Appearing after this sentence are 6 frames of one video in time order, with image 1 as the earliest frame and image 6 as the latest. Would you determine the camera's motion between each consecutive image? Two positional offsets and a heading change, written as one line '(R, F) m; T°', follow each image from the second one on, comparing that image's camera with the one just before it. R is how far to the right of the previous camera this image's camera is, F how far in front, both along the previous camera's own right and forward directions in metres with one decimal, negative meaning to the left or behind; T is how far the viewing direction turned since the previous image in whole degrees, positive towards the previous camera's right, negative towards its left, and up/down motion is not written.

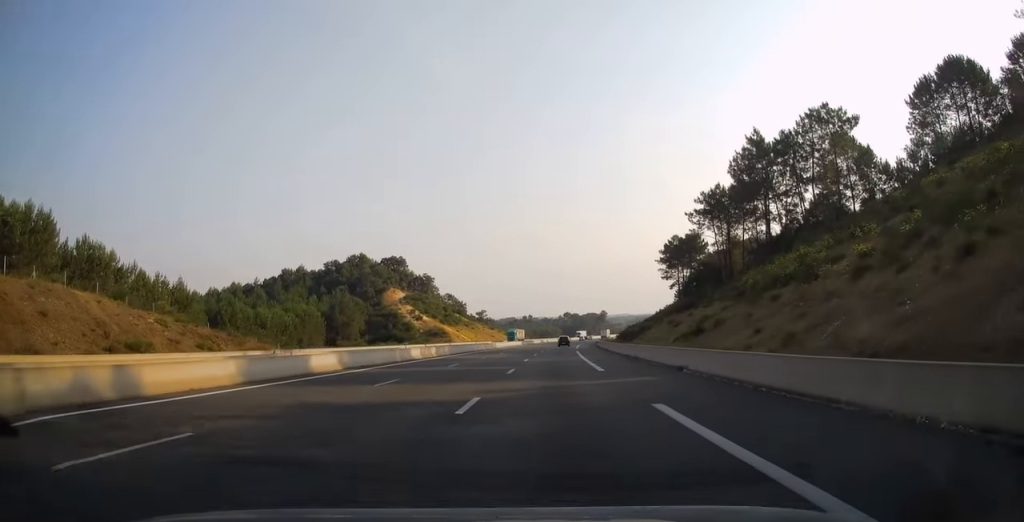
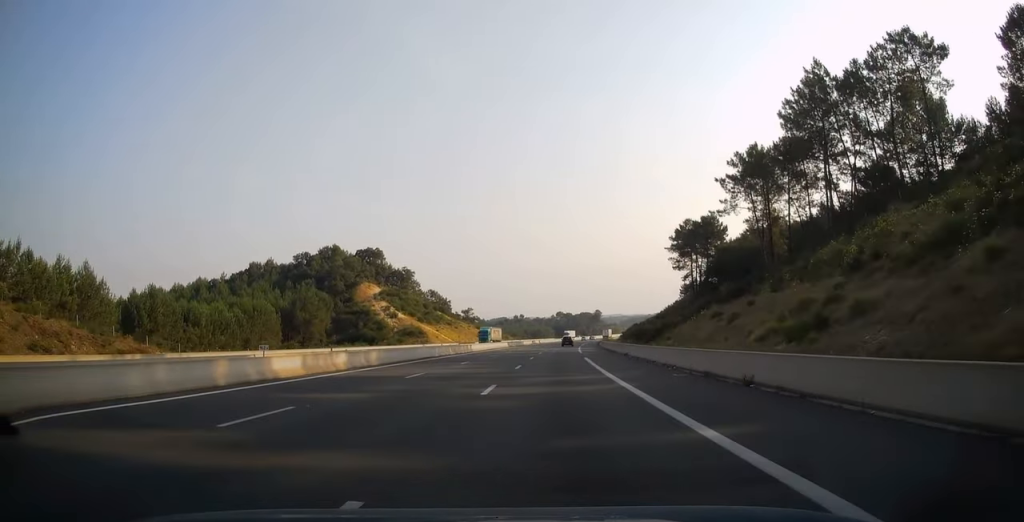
(+0.1, +21.9) m; +1°
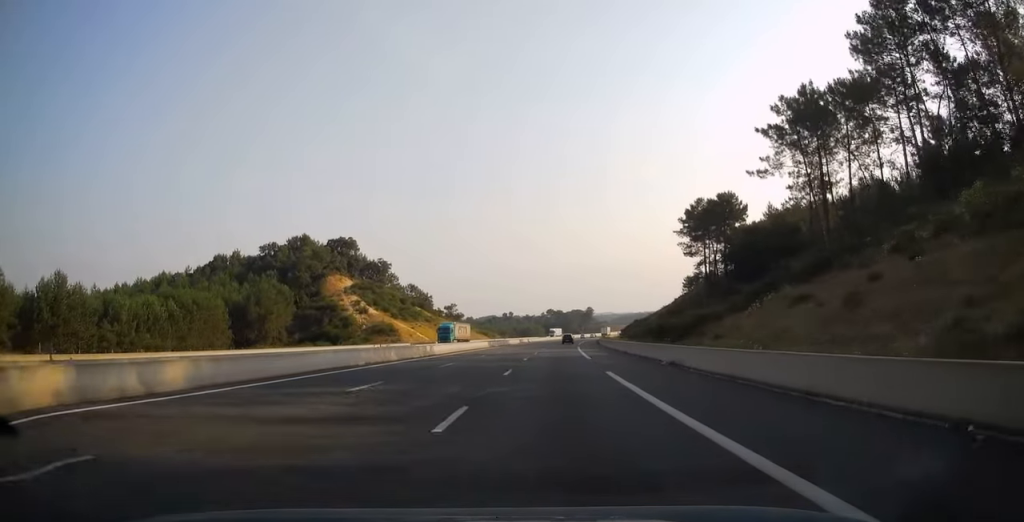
(+0.2, +18.8) m; +1°
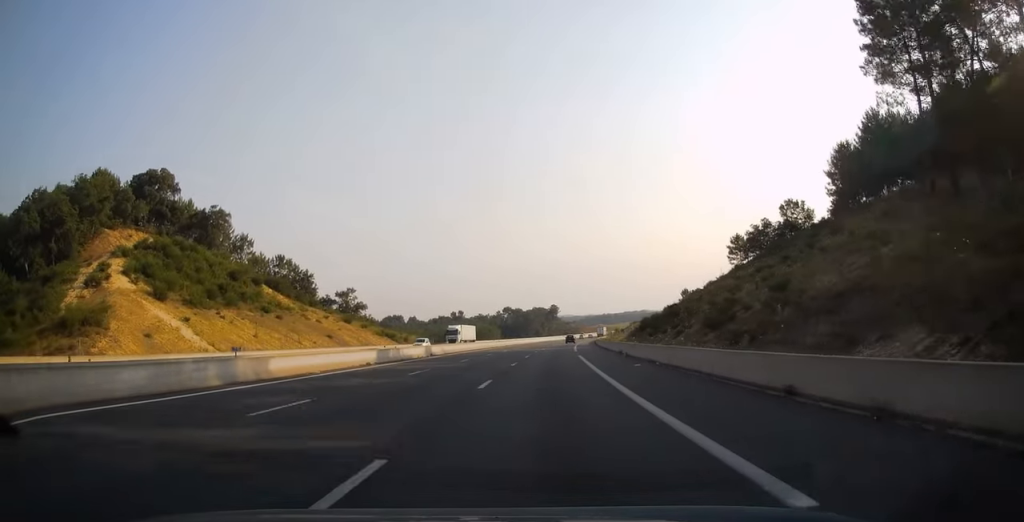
(+2.8, +81.3) m; +4°
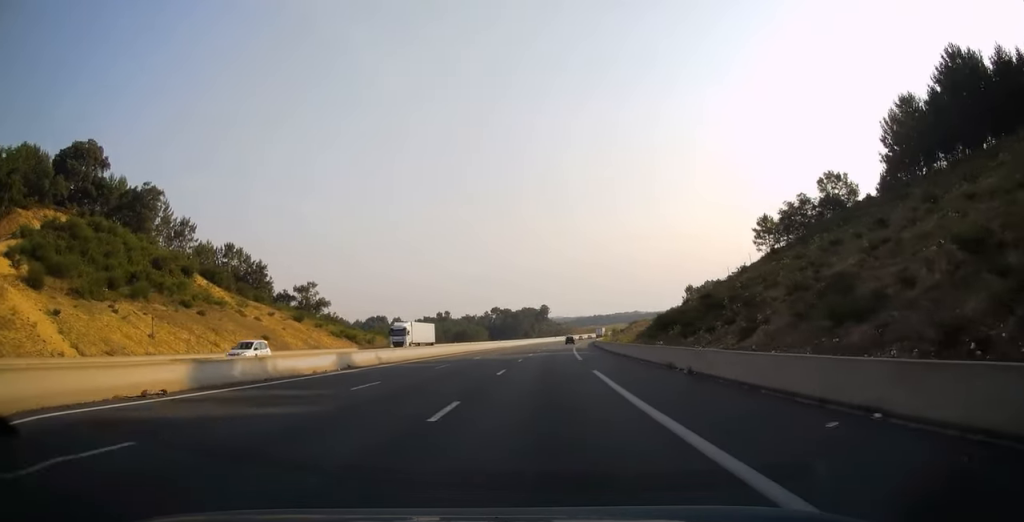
(+0.1, +19.3) m; +1°
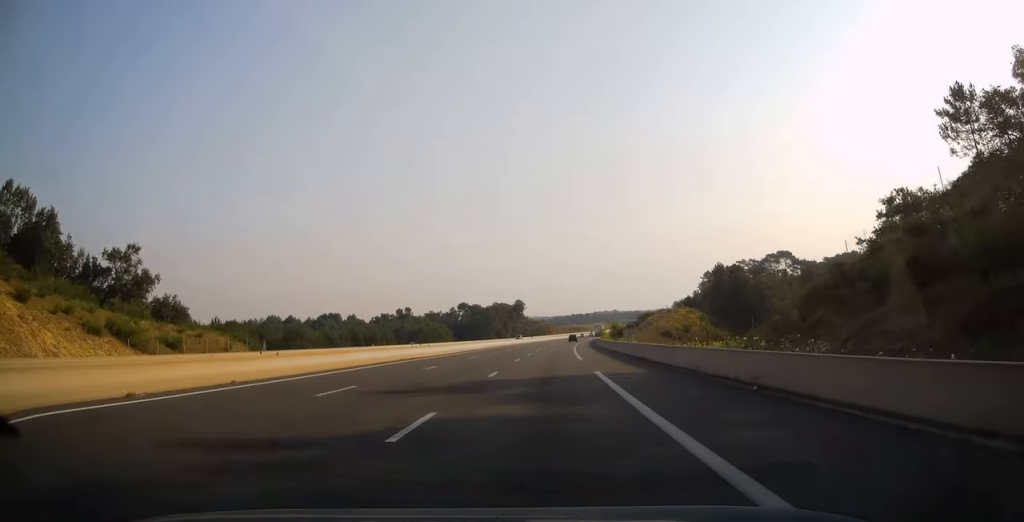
(+1.0, +53.4) m; +2°
